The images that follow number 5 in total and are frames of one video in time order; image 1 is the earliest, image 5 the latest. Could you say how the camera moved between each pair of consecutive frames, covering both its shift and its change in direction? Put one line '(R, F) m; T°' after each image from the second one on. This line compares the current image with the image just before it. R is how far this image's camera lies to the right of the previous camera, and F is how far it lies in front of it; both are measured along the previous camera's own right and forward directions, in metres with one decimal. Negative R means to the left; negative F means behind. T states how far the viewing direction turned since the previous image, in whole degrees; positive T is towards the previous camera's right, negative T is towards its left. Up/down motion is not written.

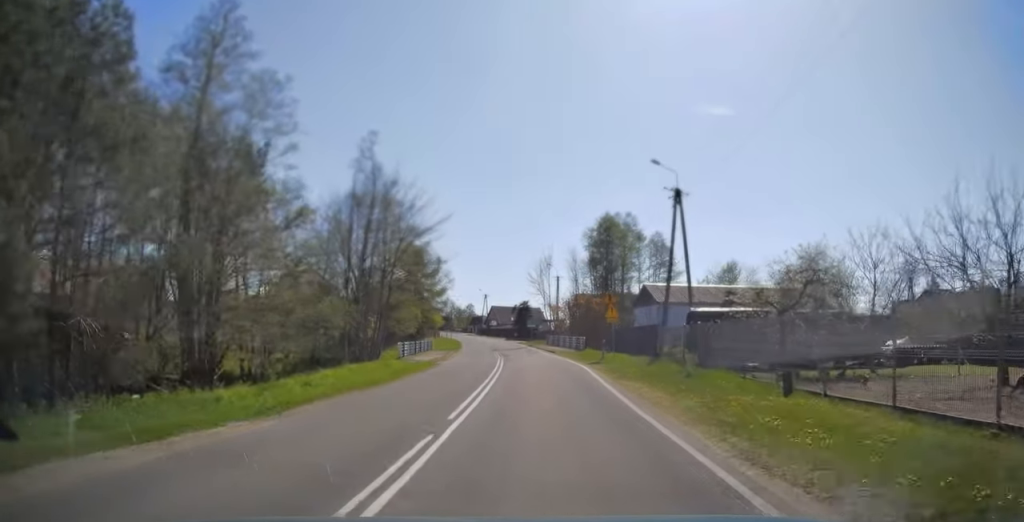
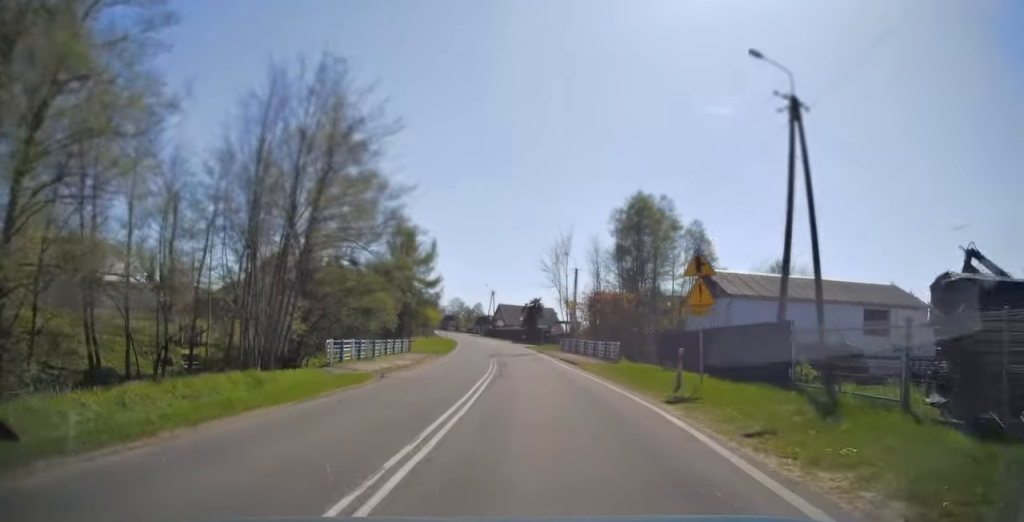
(0.0, +14.9) m; 0°
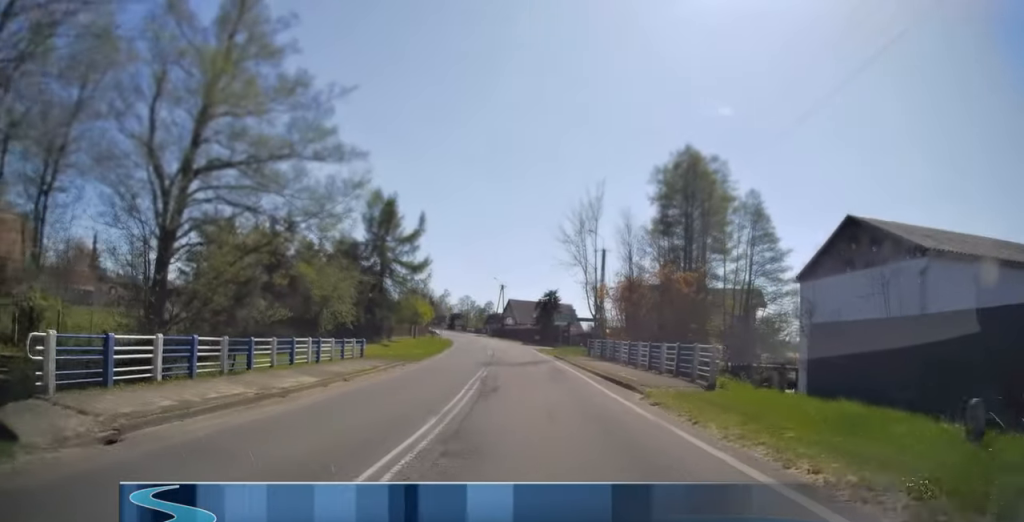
(0.0, +16.2) m; 0°
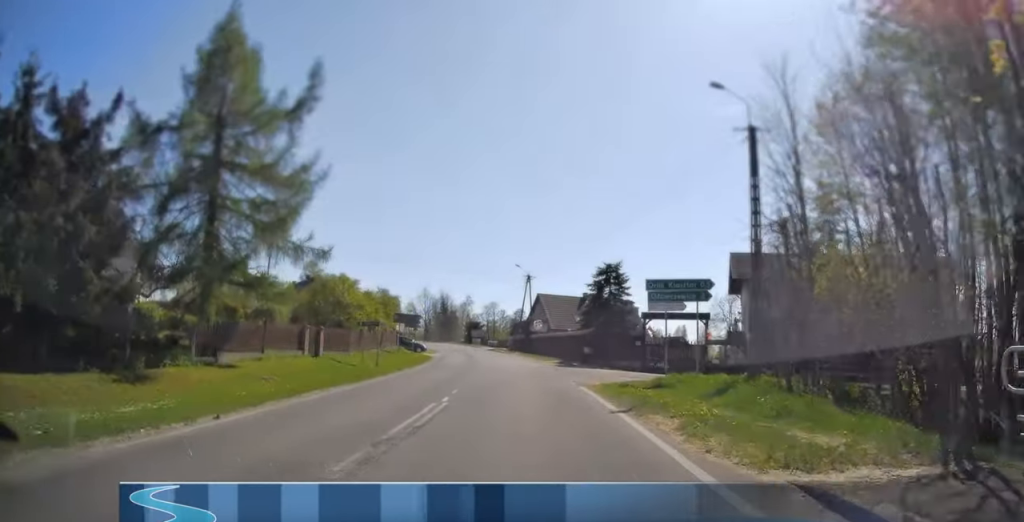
(0.0, +34.9) m; -1°
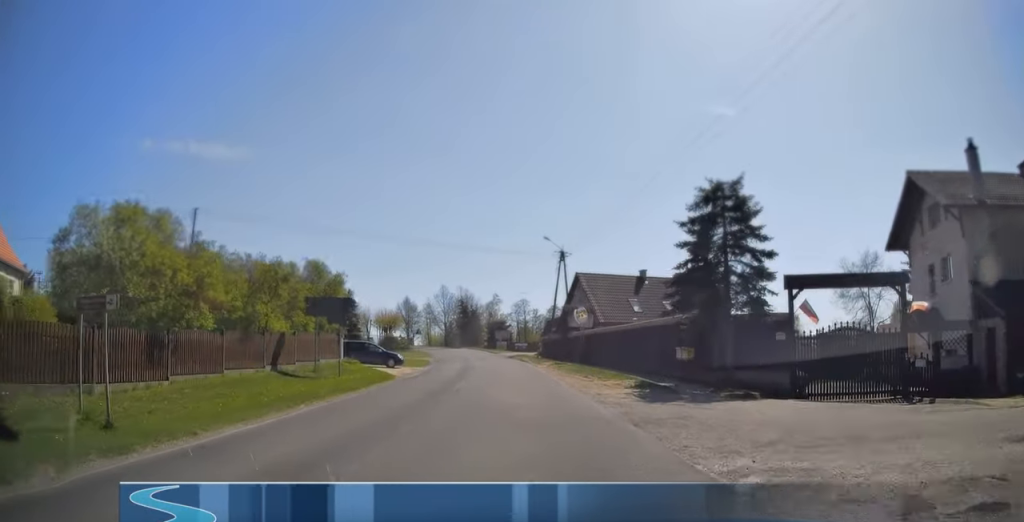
(-0.8, +21.0) m; -6°
